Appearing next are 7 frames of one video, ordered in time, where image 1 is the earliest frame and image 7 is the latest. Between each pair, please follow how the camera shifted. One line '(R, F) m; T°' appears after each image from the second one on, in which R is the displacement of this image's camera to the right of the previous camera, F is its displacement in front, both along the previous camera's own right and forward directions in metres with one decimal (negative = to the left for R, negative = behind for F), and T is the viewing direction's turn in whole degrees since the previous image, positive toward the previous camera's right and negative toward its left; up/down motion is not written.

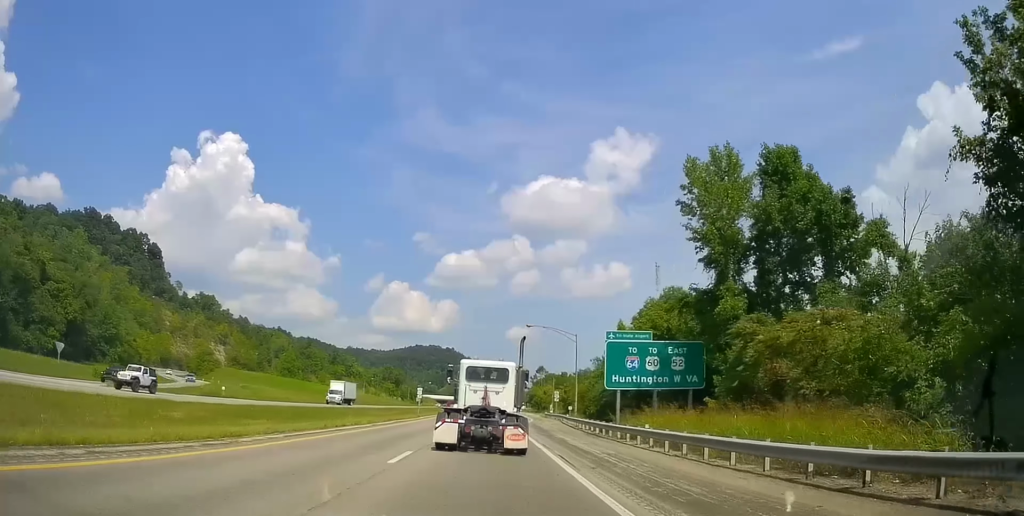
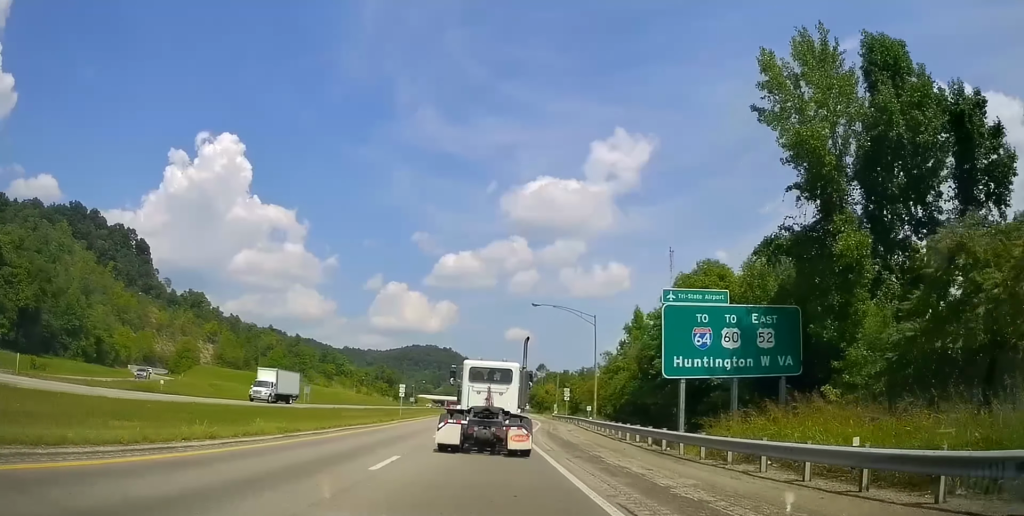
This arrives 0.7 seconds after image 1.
(-0.3, +13.6) m; 0°
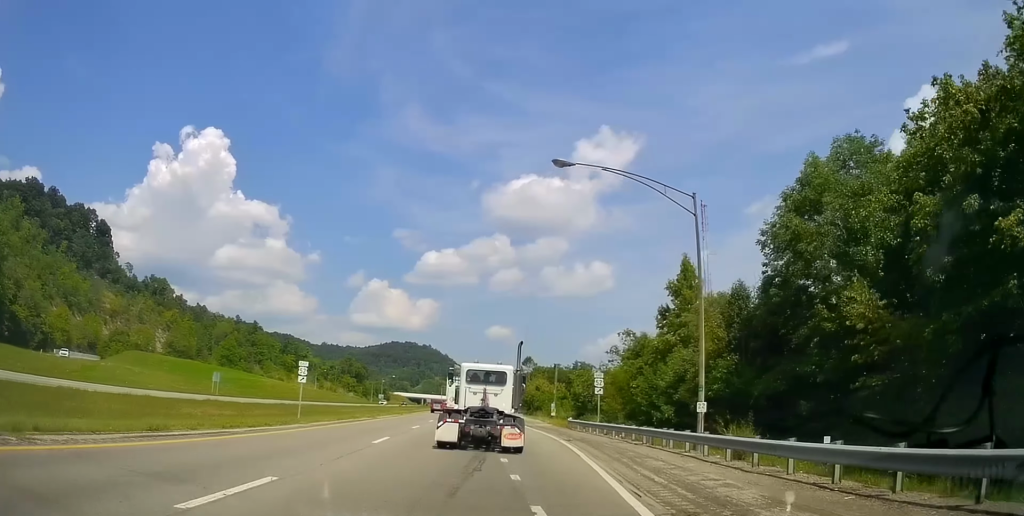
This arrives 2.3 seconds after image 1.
(+0.8, +29.9) m; +3°
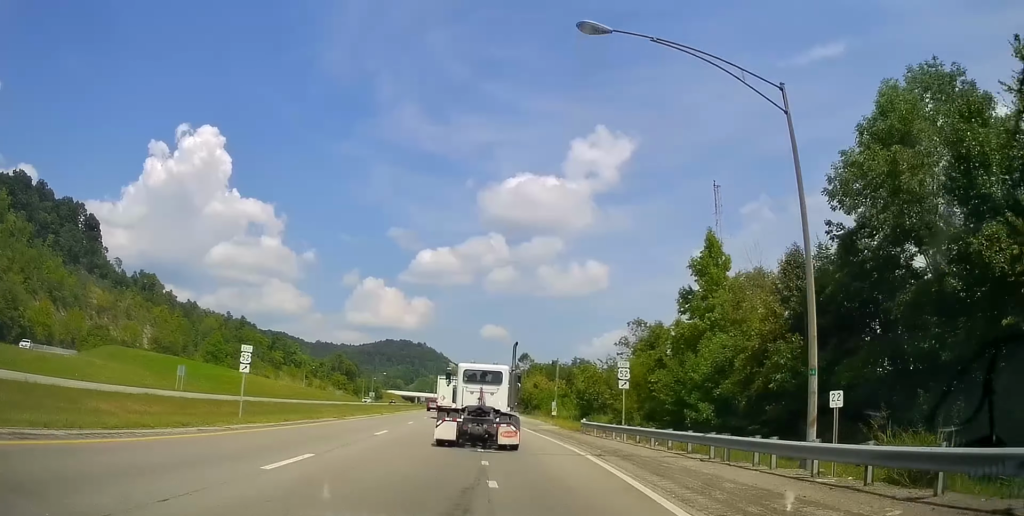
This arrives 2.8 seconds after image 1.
(0.0, +8.4) m; 0°
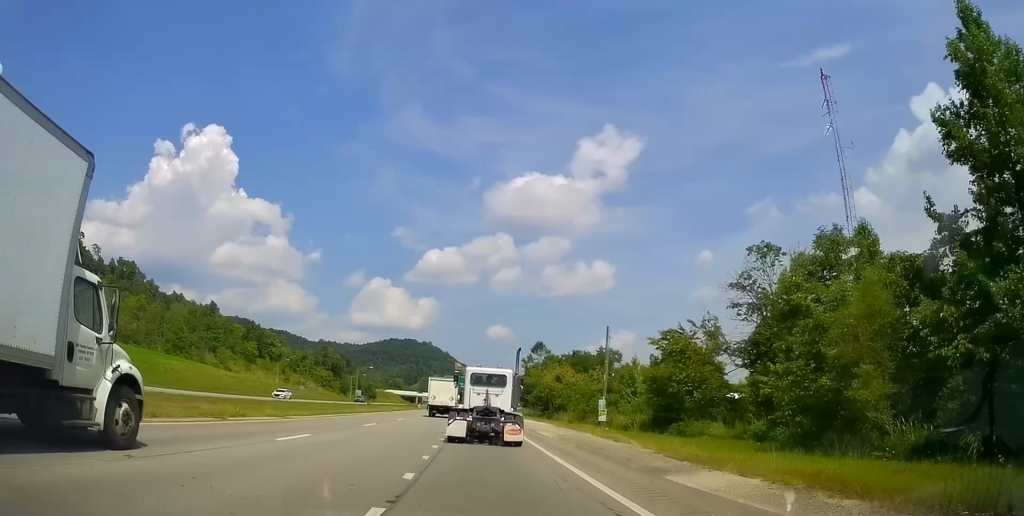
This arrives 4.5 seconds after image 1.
(-0.4, +33.5) m; -2°
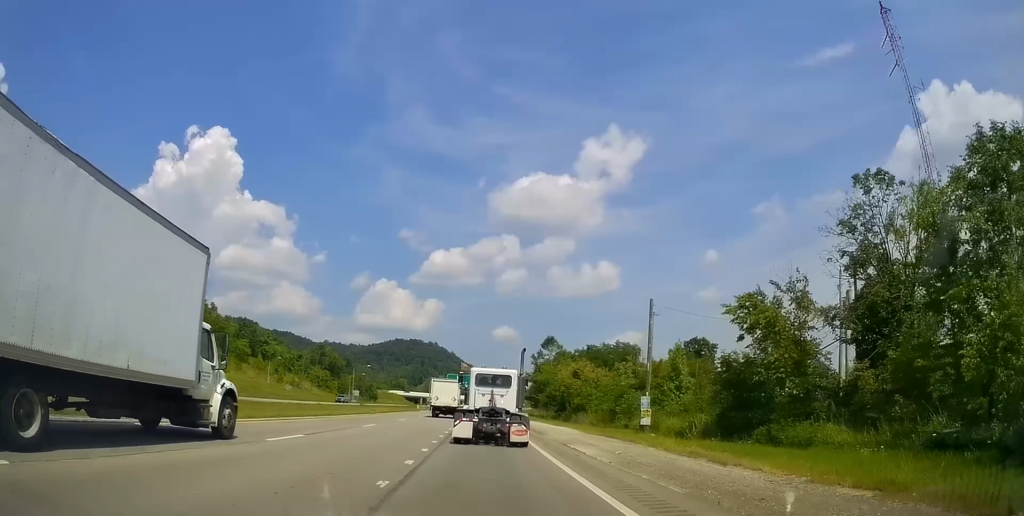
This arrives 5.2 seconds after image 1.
(-0.2, +12.3) m; -1°
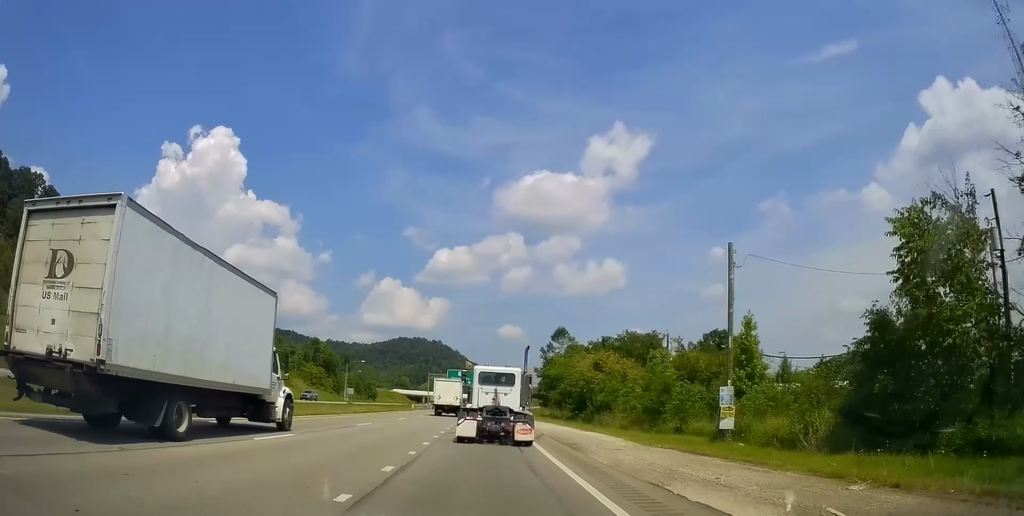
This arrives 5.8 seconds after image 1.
(0.0, +12.6) m; +1°
